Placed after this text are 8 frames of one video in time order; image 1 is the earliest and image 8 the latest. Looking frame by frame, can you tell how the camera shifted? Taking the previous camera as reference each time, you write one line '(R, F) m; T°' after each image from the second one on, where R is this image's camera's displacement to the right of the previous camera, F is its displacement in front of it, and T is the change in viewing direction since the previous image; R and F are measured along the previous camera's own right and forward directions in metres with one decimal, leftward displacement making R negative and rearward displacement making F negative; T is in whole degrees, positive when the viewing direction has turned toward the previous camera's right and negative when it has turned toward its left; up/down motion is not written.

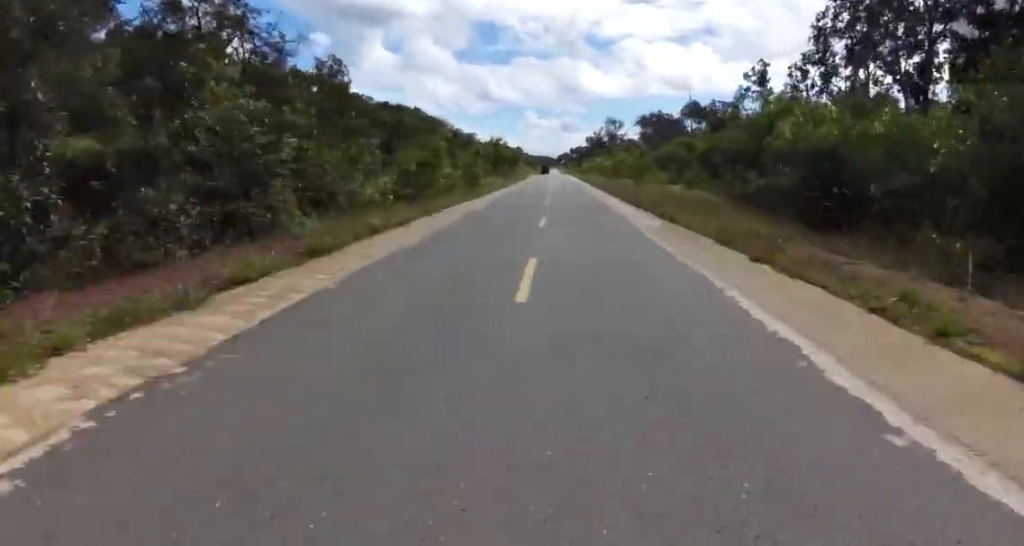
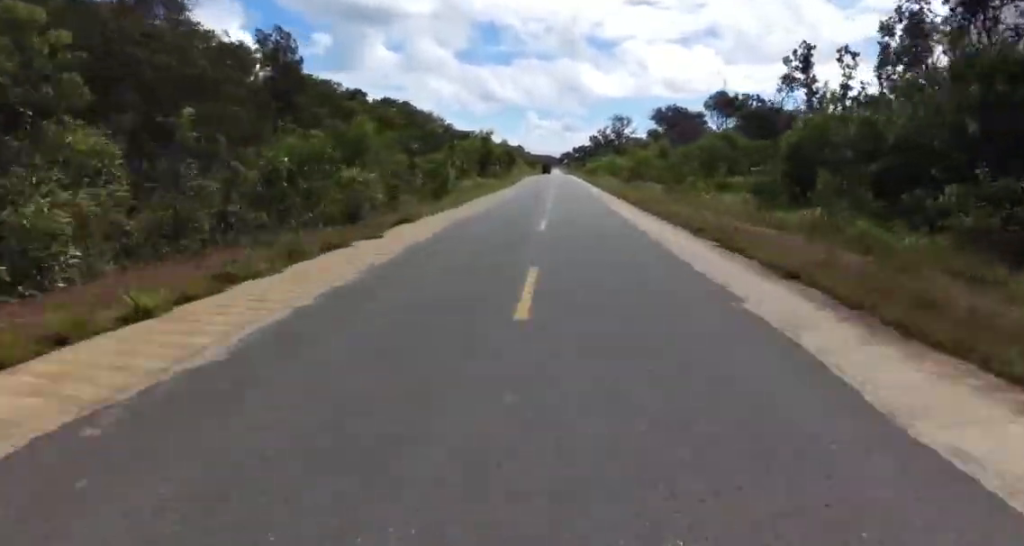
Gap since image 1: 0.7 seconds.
(-0.5, +17.8) m; 0°
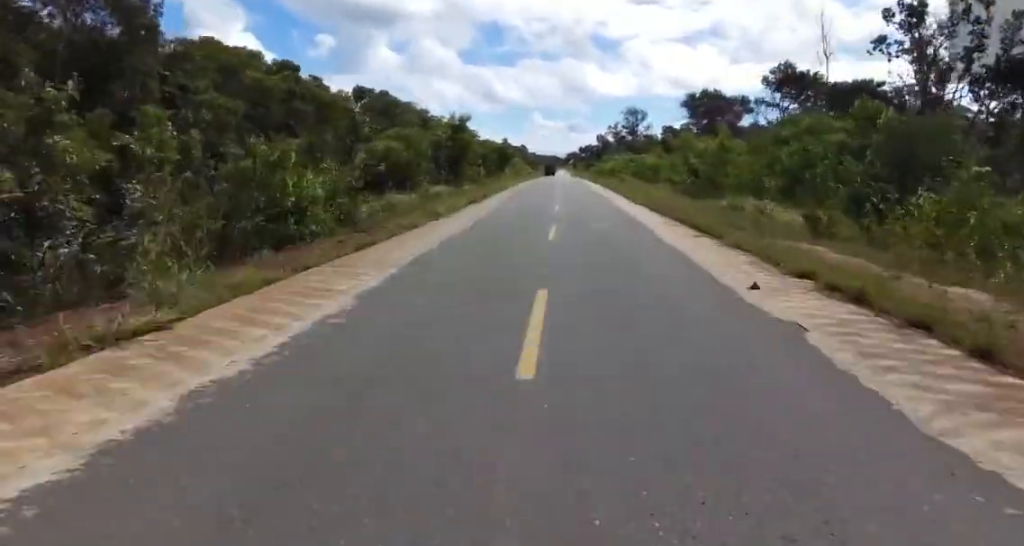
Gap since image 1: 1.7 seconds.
(+0.6, +26.5) m; -1°
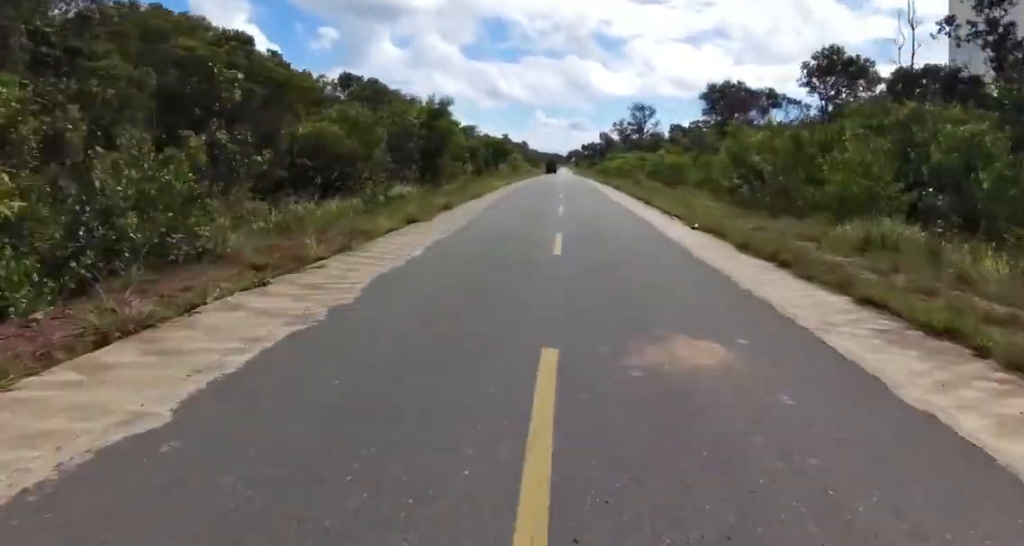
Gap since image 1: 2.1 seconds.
(-0.4, +10.1) m; -1°
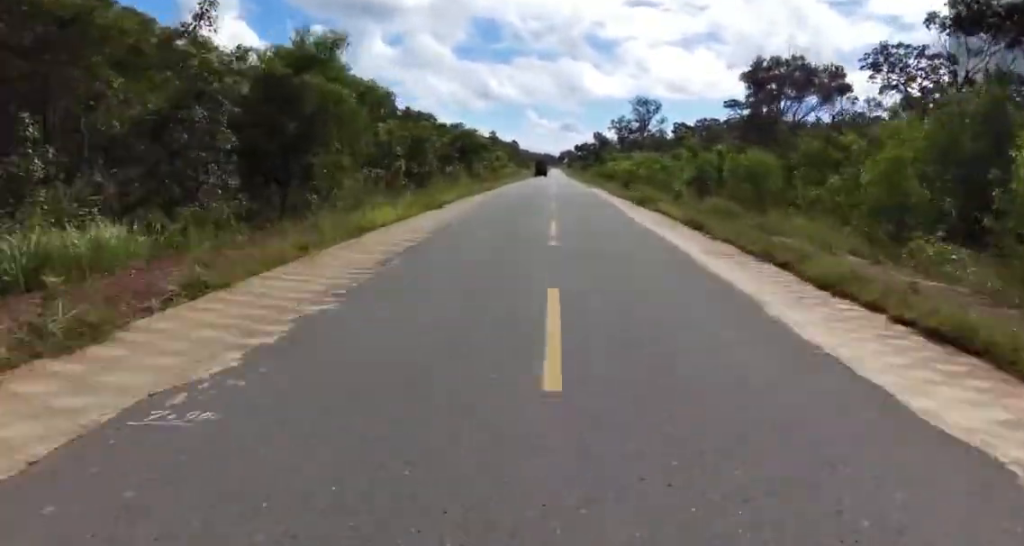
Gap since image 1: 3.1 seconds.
(-0.5, +23.1) m; -1°
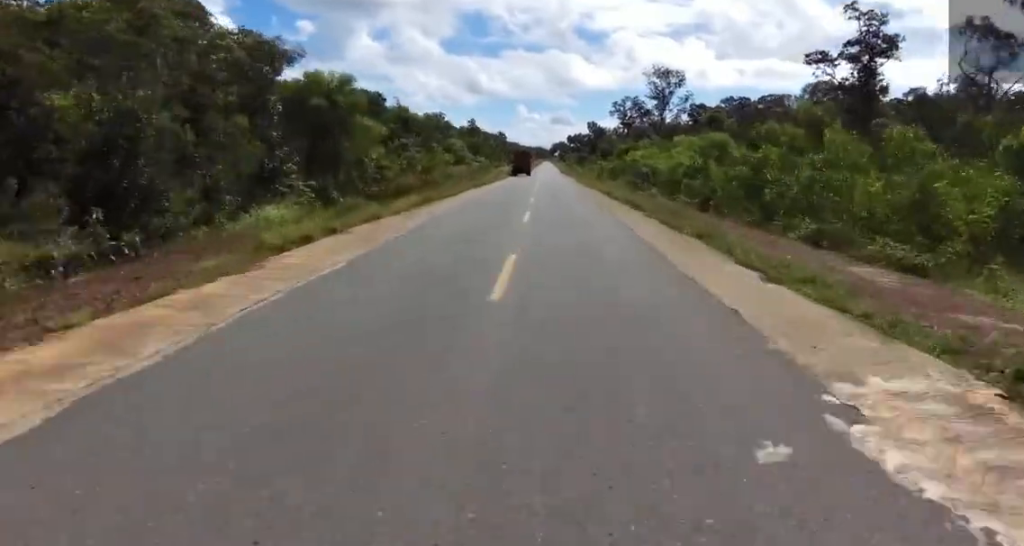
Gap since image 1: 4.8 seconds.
(+0.3, +39.1) m; +1°
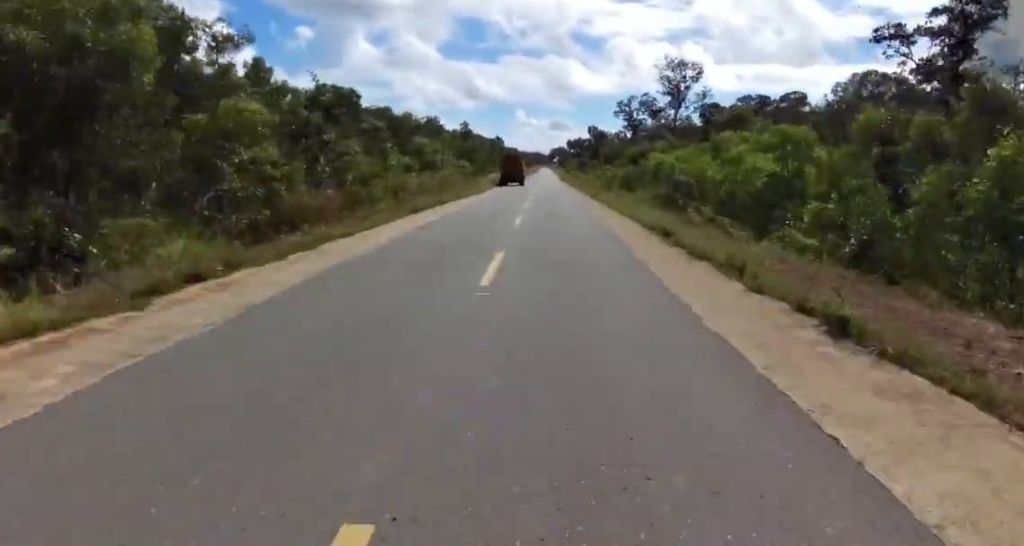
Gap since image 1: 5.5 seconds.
(-0.2, +15.6) m; +3°
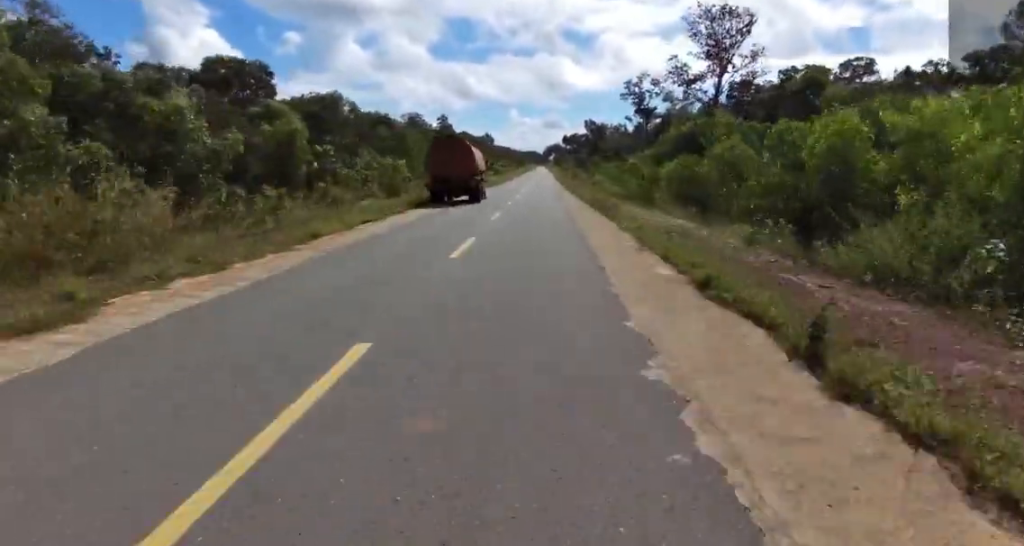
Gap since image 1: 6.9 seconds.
(+1.2, +30.1) m; 0°
